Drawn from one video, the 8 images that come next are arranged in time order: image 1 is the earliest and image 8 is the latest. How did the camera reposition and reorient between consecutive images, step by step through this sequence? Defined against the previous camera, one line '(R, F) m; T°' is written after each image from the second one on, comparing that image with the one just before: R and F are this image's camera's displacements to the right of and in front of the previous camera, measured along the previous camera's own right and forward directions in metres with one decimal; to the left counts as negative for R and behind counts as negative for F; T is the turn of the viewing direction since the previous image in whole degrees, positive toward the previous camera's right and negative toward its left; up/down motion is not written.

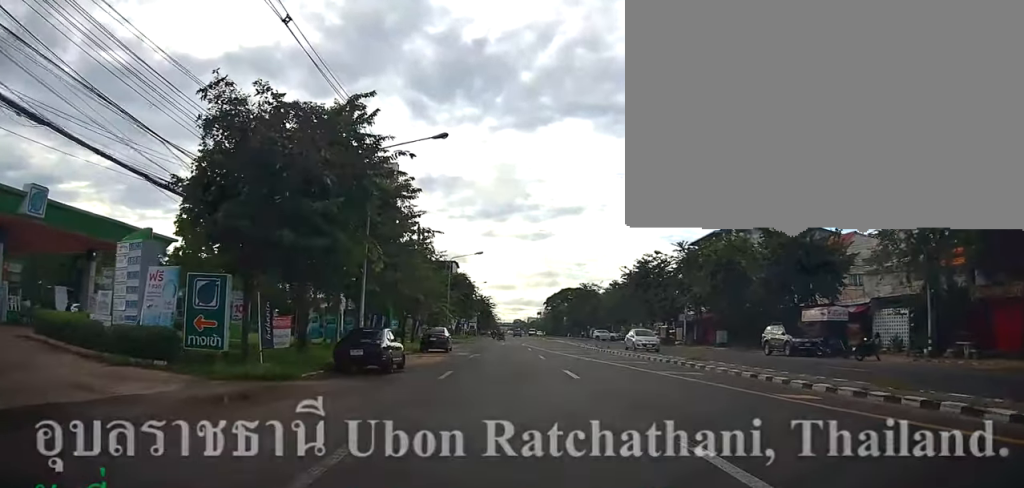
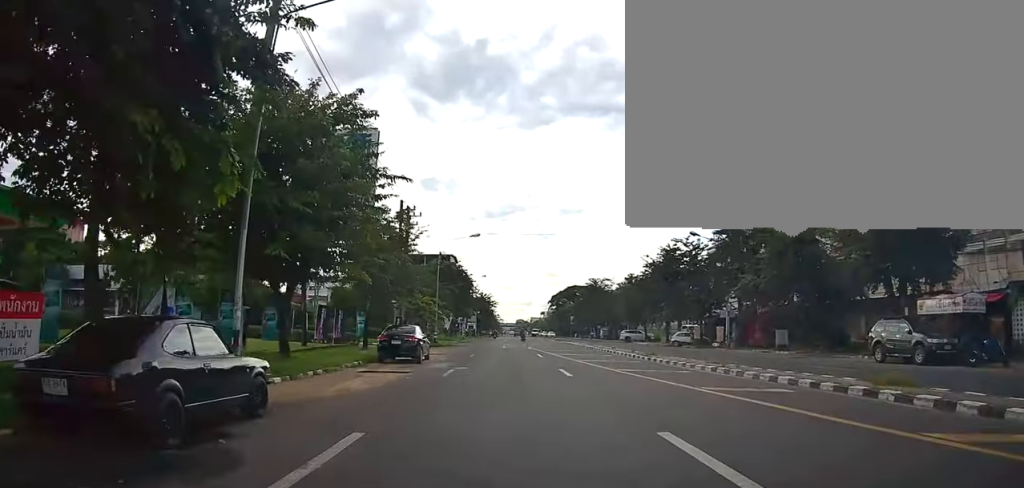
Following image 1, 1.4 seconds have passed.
(-0.2, +11.0) m; 0°
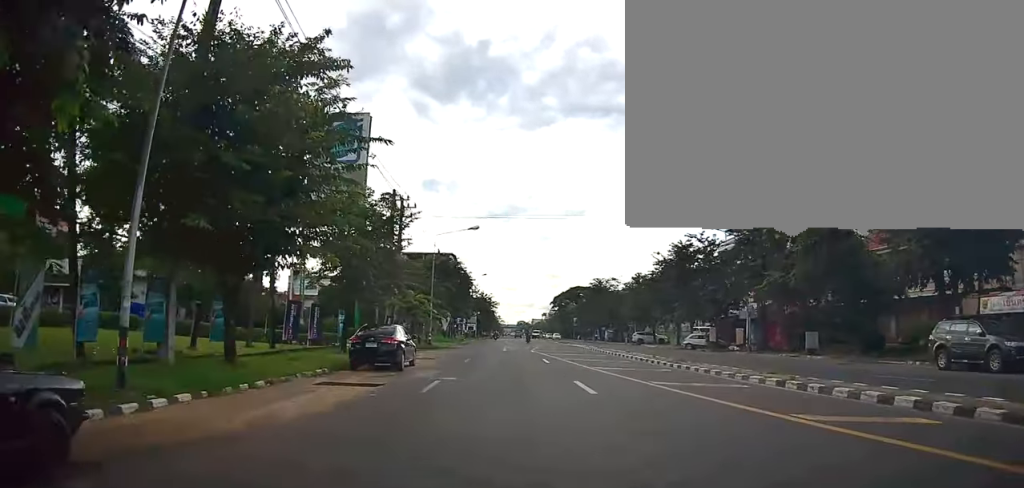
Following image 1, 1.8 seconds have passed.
(0.0, +4.1) m; 0°
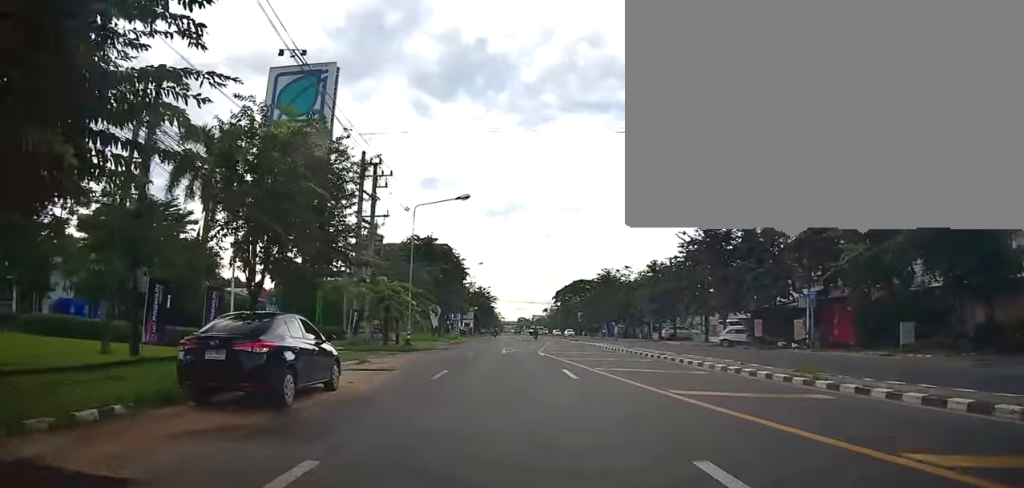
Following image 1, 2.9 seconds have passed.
(-0.2, +9.5) m; -2°
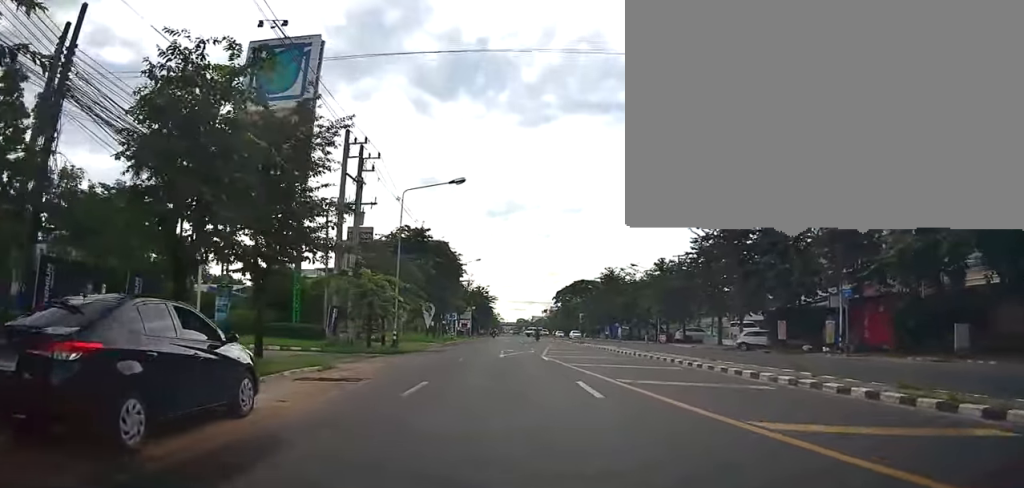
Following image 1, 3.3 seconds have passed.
(+0.1, +3.9) m; -1°
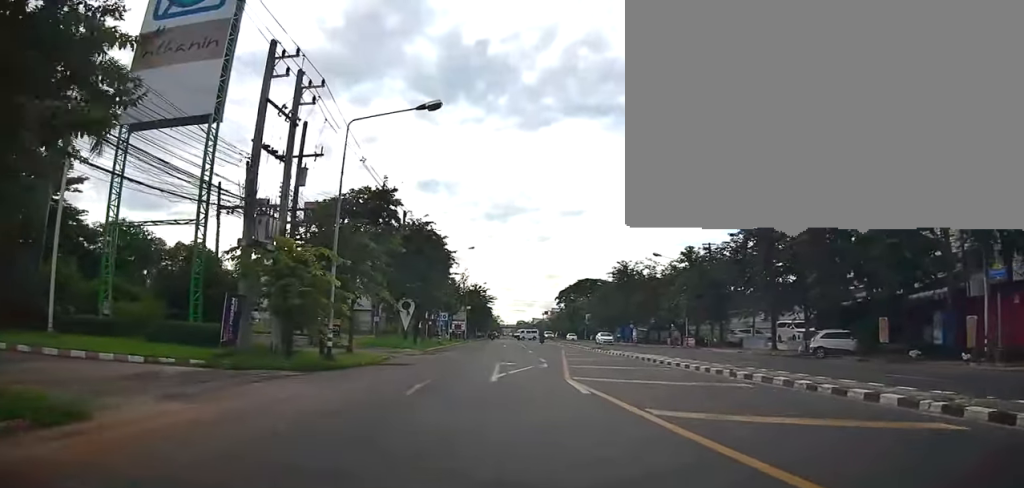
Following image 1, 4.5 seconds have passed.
(-0.3, +11.4) m; 0°
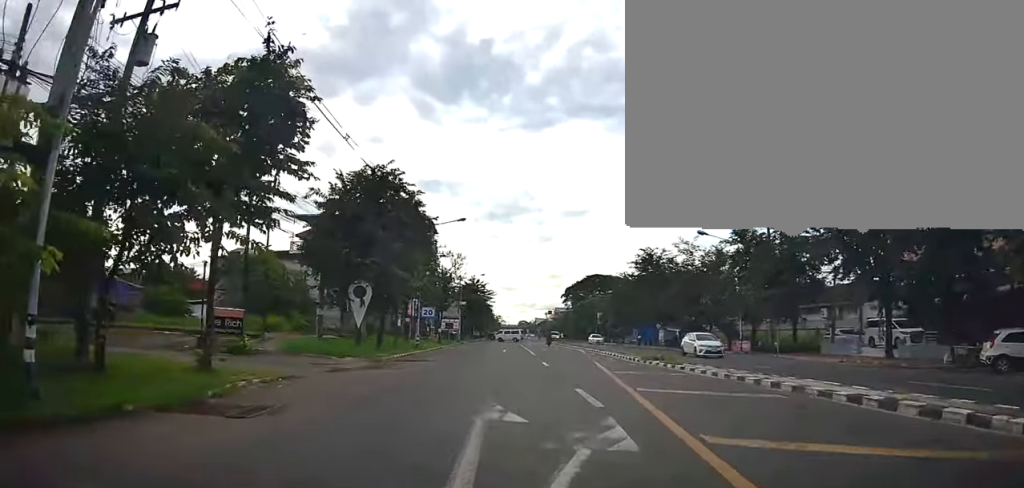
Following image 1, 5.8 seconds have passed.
(+0.3, +13.6) m; +1°
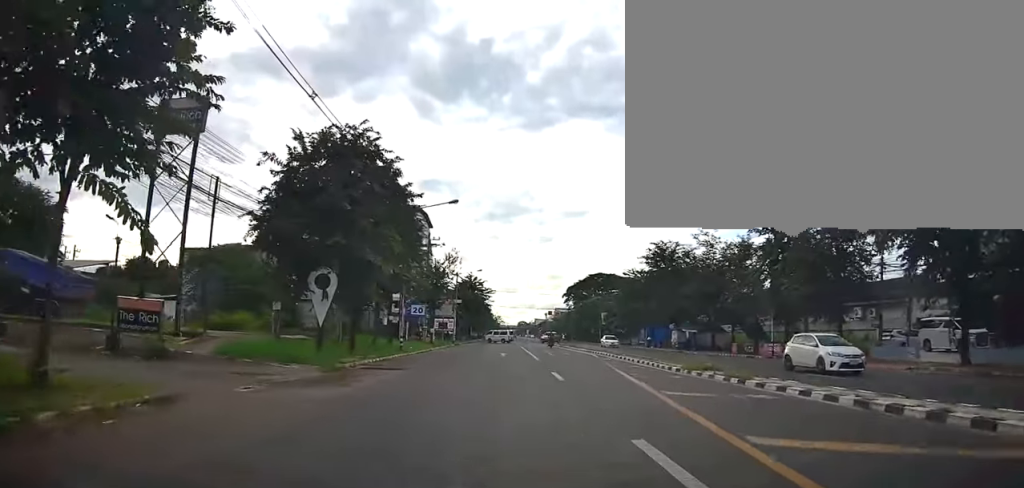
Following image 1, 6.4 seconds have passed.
(-0.2, +5.8) m; 0°
